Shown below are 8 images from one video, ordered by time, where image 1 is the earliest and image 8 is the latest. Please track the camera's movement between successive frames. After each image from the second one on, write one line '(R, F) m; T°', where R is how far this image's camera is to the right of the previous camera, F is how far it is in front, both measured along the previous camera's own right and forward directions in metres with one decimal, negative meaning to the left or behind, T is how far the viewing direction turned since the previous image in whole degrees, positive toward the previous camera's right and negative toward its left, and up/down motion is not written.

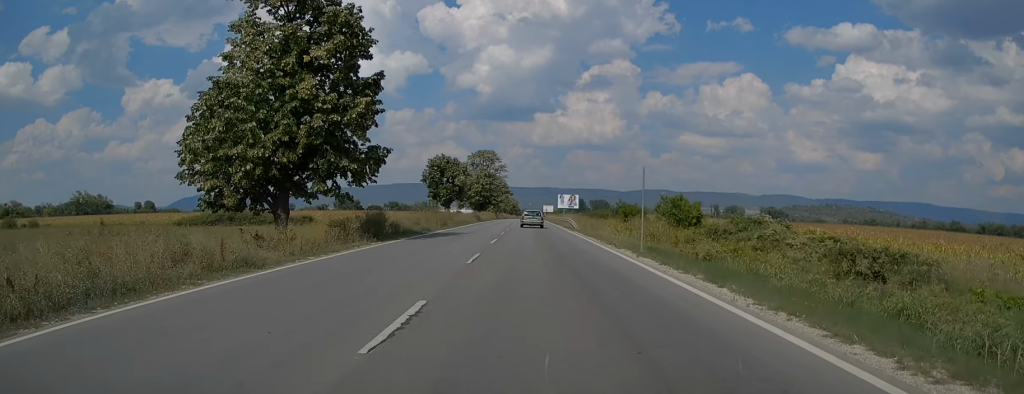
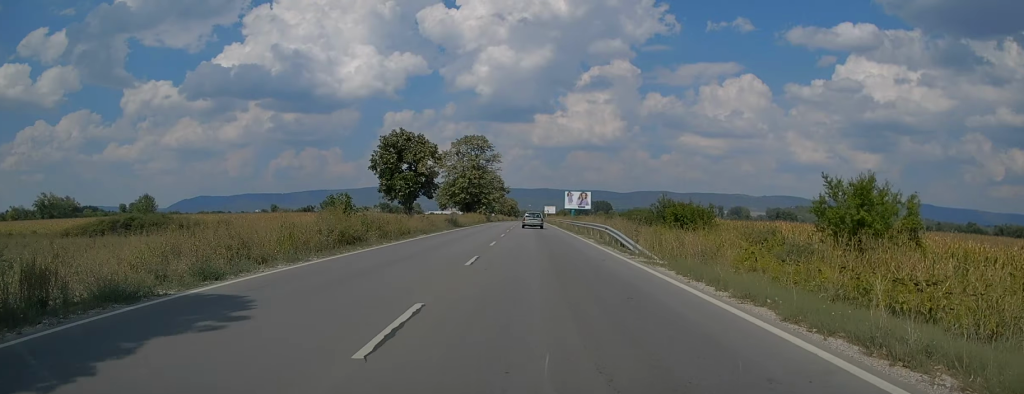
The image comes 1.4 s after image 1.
(+0.1, +27.2) m; 0°
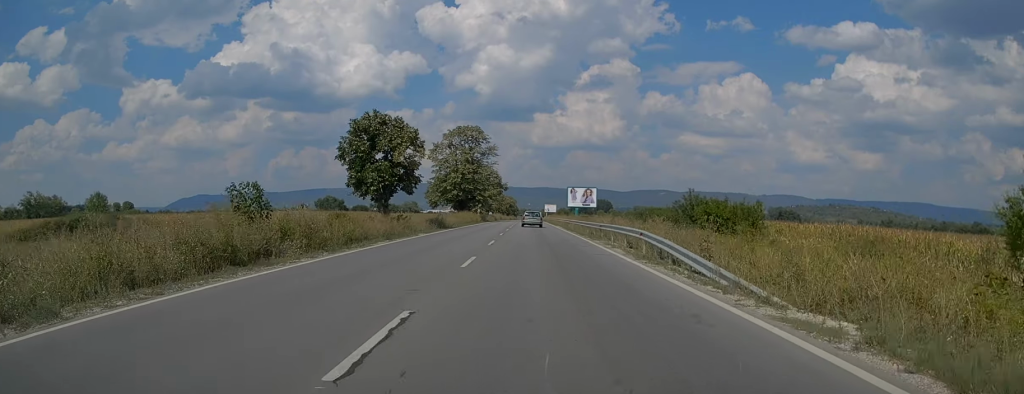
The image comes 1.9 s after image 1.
(0.0, +9.7) m; 0°
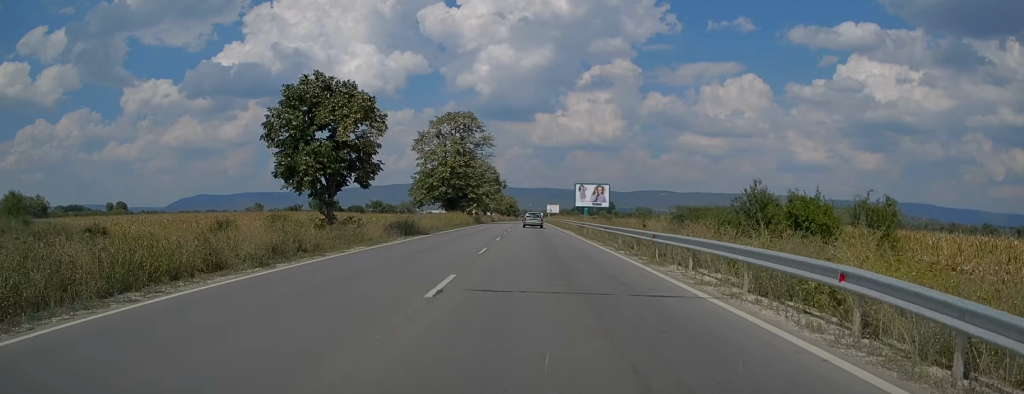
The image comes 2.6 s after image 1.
(0.0, +13.7) m; 0°
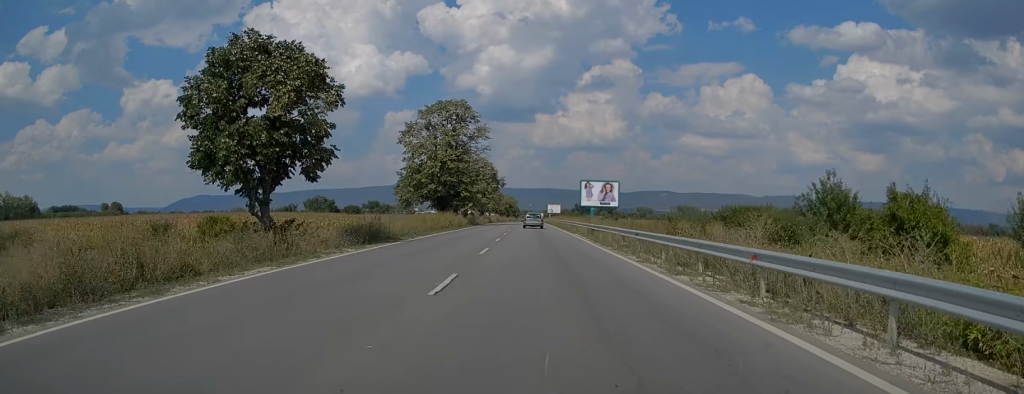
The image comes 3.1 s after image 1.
(-0.1, +8.6) m; 0°
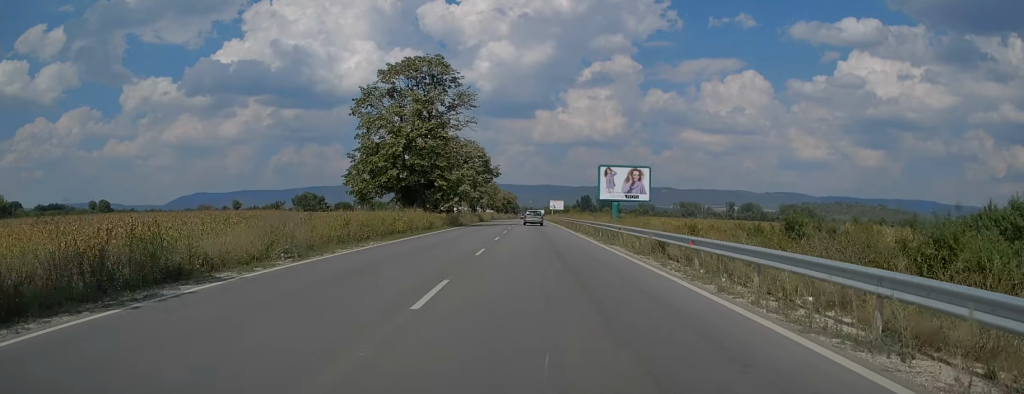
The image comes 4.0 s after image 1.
(0.0, +19.4) m; 0°
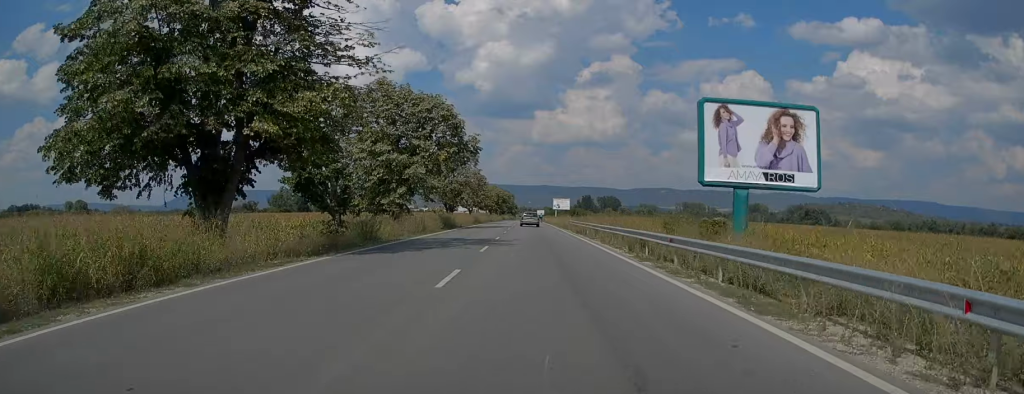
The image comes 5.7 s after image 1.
(+0.1, +34.2) m; 0°
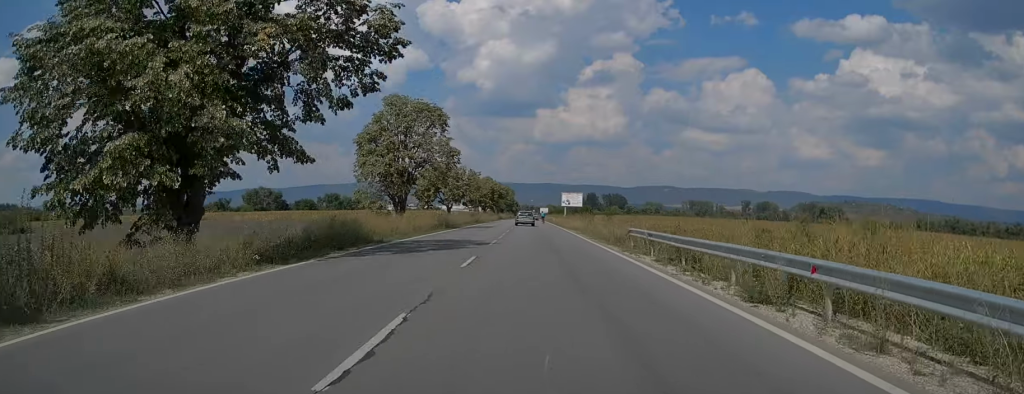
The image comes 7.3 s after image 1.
(-0.1, +32.6) m; 0°
